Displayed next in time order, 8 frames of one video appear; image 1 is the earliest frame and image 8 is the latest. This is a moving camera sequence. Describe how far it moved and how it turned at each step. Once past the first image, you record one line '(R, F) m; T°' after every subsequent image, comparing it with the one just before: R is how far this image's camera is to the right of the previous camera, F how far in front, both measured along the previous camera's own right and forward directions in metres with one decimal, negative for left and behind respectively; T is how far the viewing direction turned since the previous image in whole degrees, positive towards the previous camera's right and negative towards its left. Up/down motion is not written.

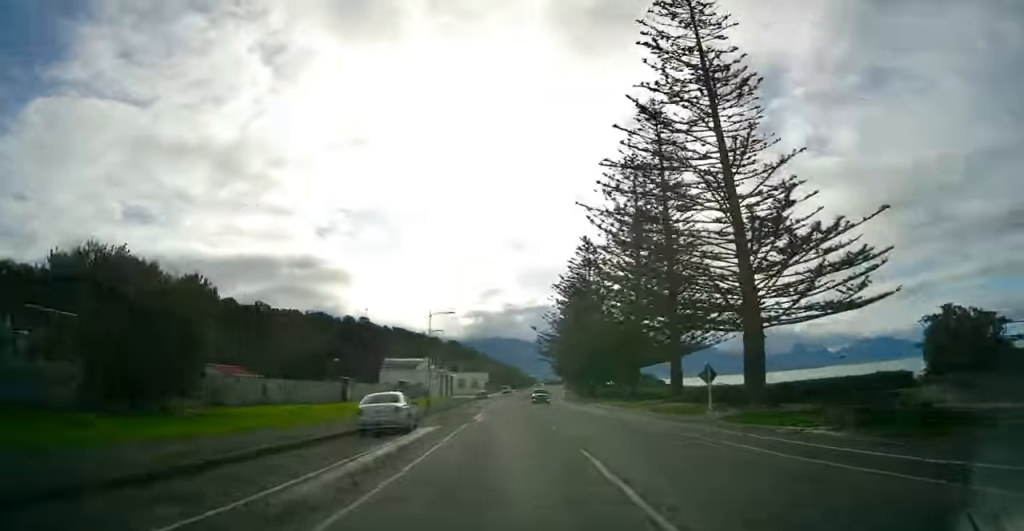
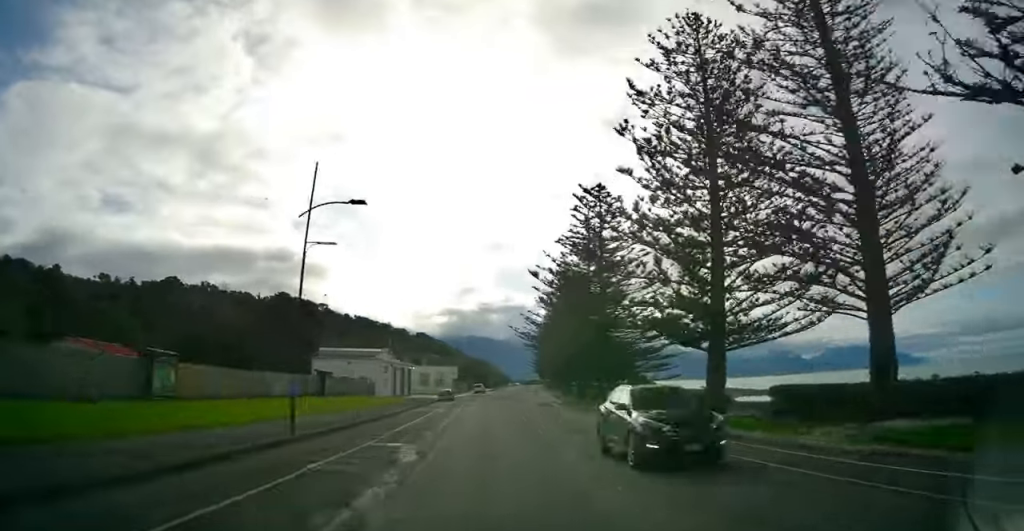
(+1.4, +25.4) m; +6°
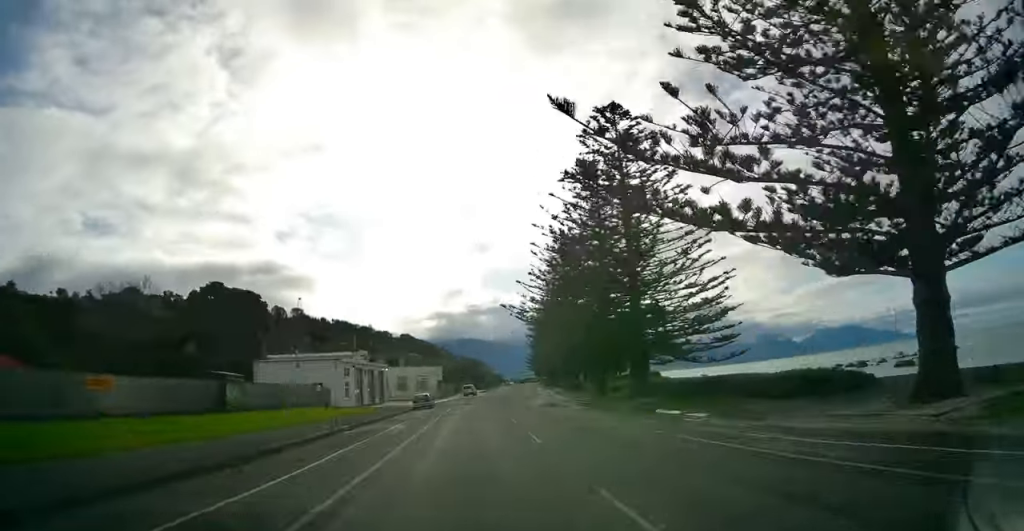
(+0.9, +17.0) m; +3°
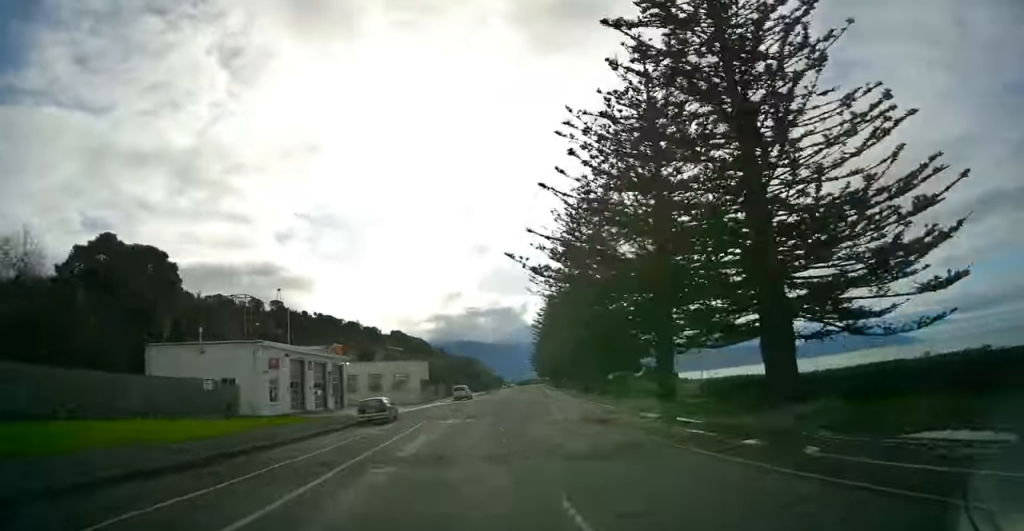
(+0.1, +20.0) m; -2°
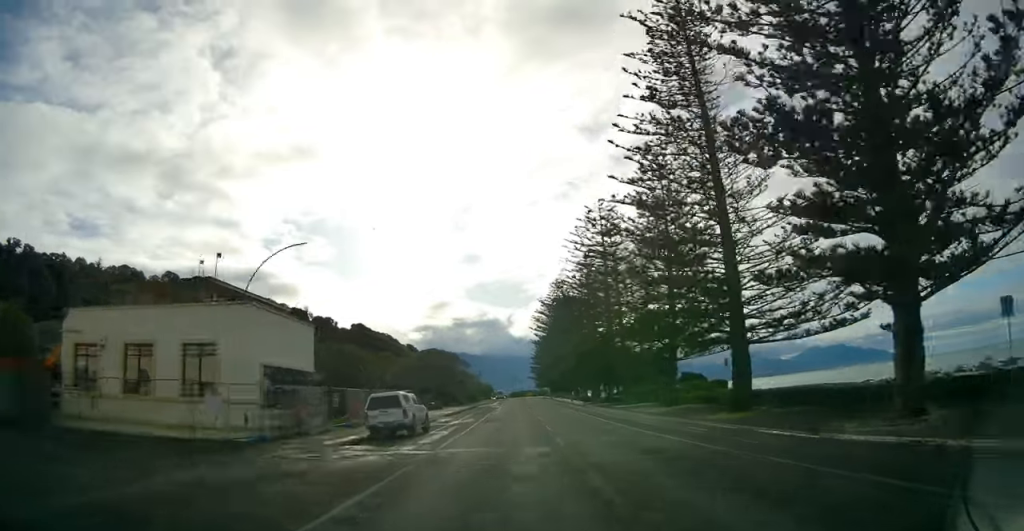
(-0.6, +45.5) m; +1°
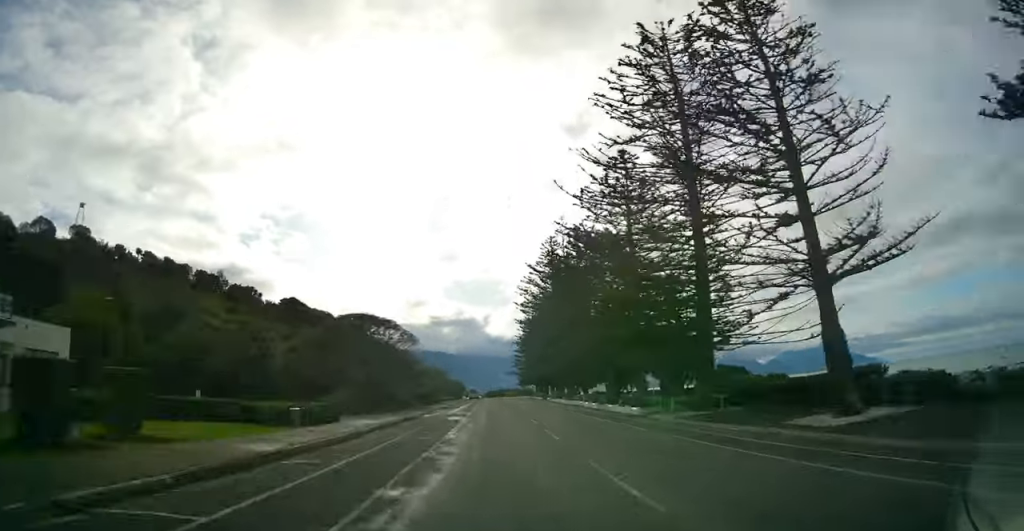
(+1.0, +39.2) m; +1°
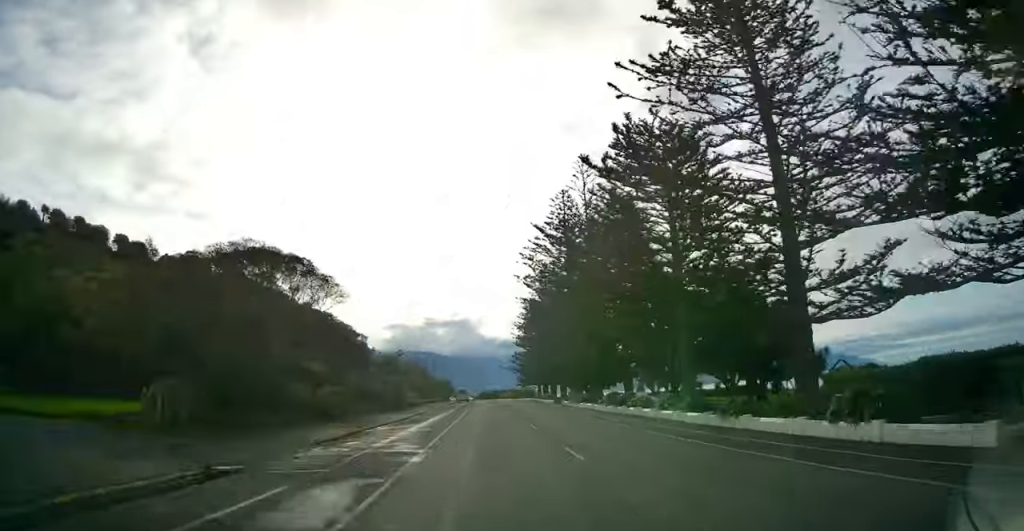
(0.0, +25.2) m; 0°
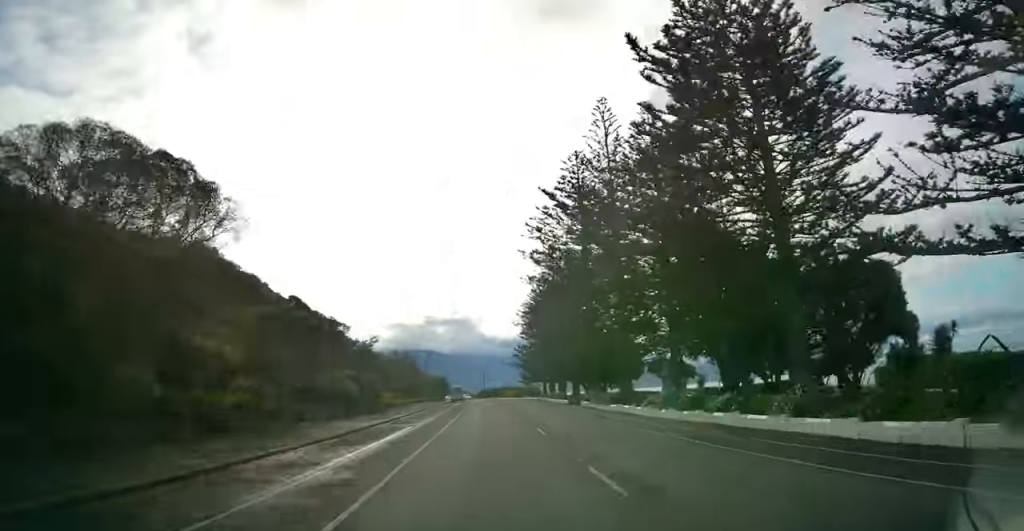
(0.0, +13.6) m; 0°
